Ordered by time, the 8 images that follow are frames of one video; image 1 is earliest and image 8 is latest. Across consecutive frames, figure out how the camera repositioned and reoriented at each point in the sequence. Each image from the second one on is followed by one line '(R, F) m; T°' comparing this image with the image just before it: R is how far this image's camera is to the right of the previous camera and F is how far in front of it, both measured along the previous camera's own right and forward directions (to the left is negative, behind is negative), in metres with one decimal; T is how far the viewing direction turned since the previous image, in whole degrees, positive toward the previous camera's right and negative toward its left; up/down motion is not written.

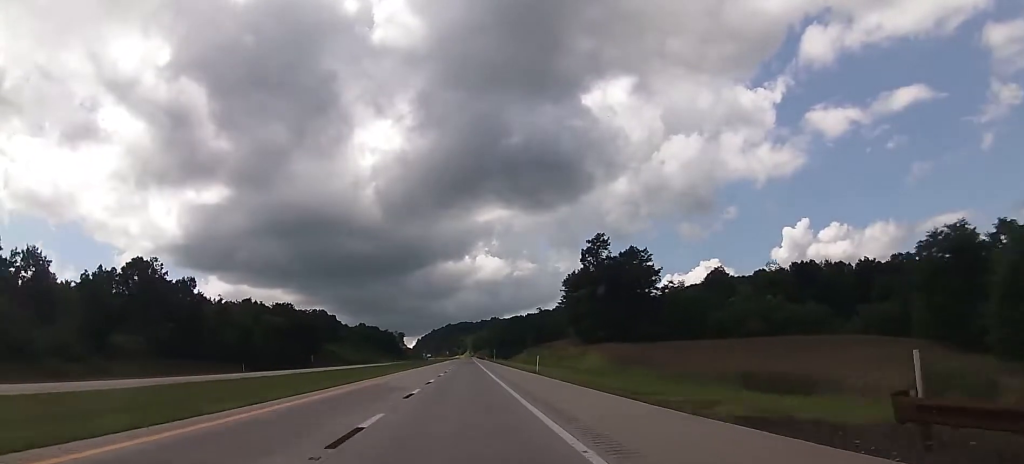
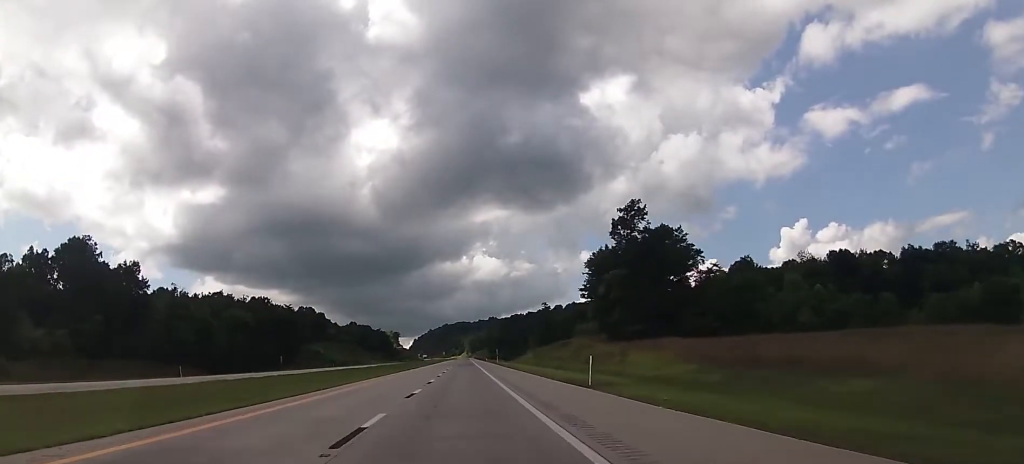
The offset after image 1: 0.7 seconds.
(-0.2, +24.0) m; 0°
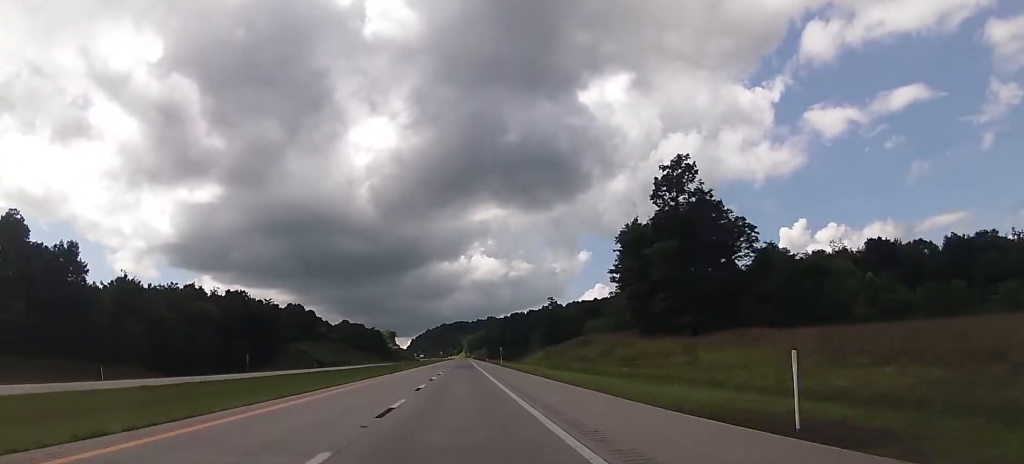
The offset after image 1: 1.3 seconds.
(0.0, +19.7) m; 0°
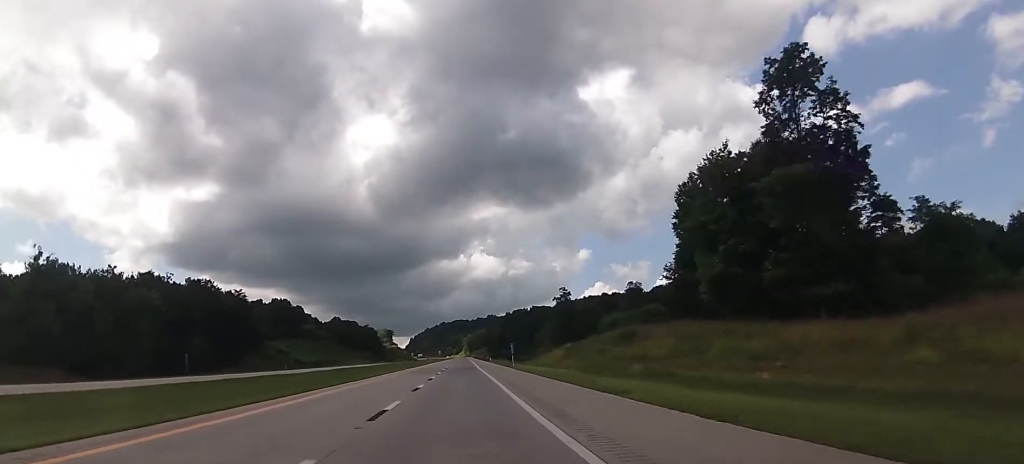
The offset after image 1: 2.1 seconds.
(-0.1, +25.2) m; +1°
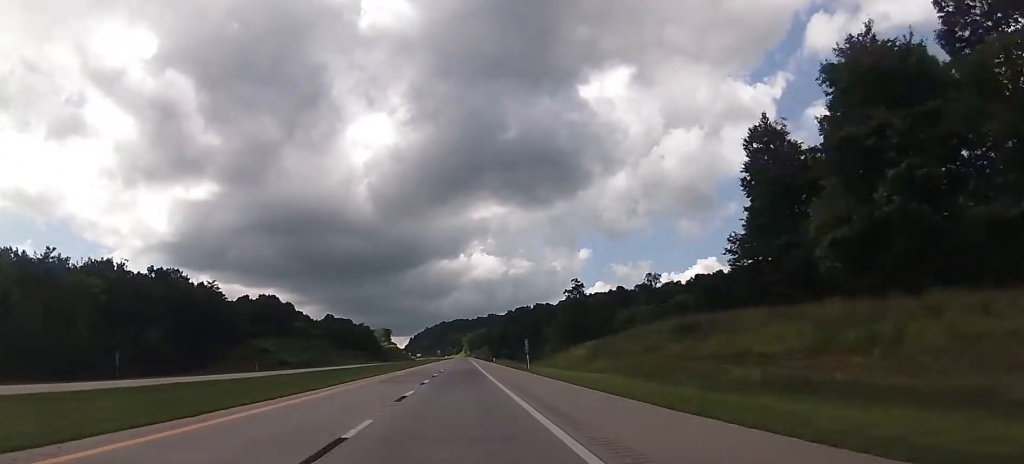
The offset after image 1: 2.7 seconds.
(+0.3, +18.6) m; 0°
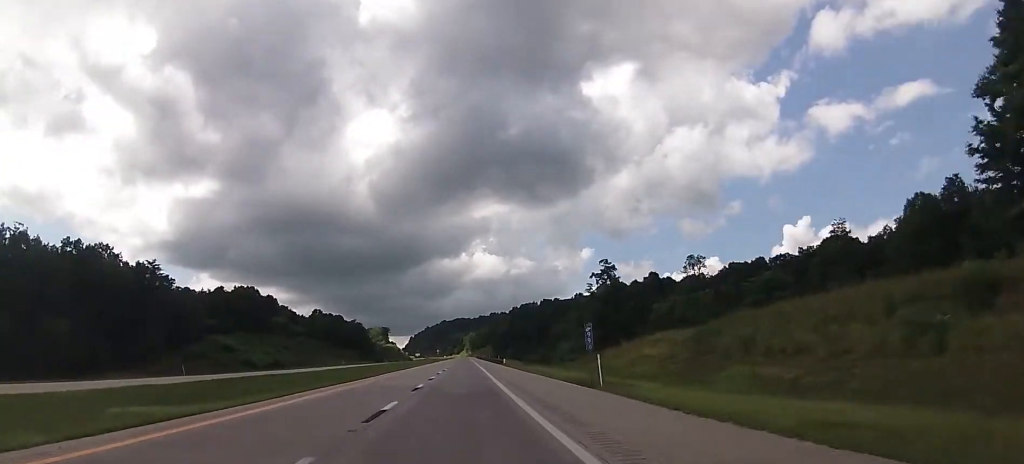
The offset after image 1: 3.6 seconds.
(-0.2, +30.6) m; 0°
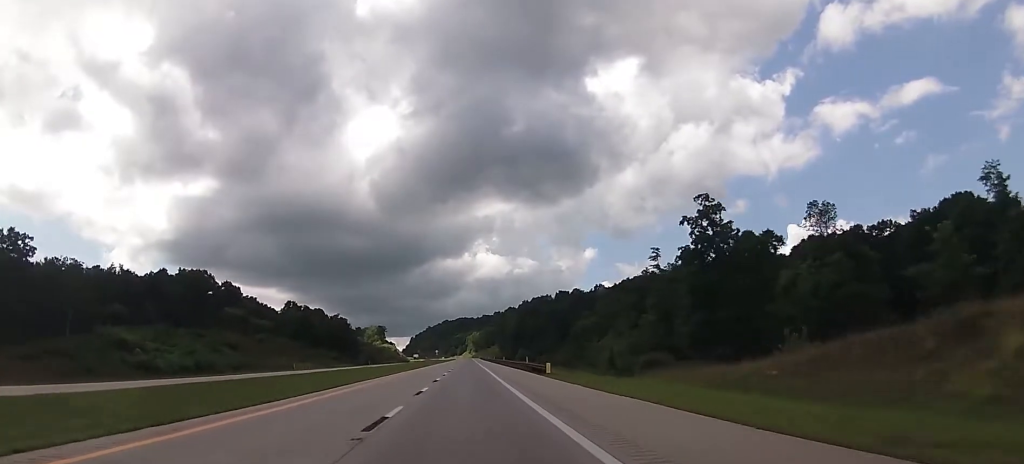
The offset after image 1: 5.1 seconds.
(+0.4, +50.2) m; 0°
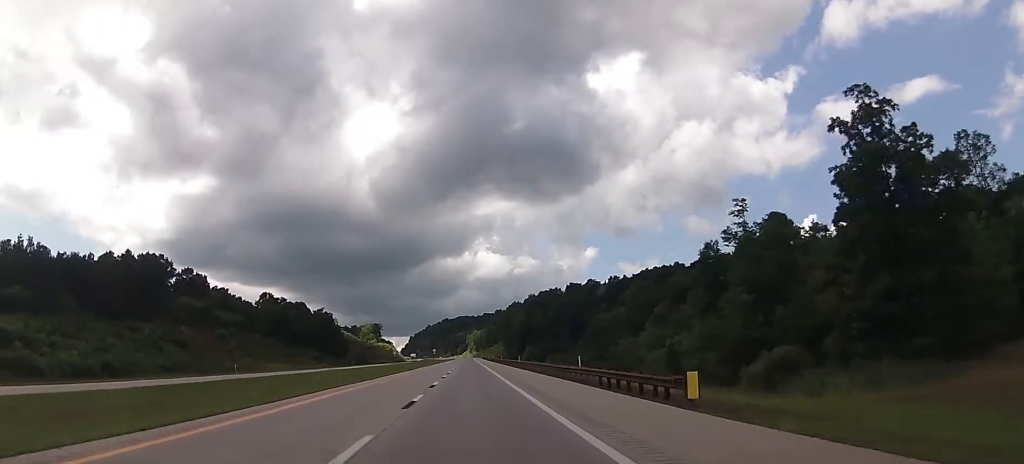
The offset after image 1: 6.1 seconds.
(-0.5, +31.8) m; 0°
